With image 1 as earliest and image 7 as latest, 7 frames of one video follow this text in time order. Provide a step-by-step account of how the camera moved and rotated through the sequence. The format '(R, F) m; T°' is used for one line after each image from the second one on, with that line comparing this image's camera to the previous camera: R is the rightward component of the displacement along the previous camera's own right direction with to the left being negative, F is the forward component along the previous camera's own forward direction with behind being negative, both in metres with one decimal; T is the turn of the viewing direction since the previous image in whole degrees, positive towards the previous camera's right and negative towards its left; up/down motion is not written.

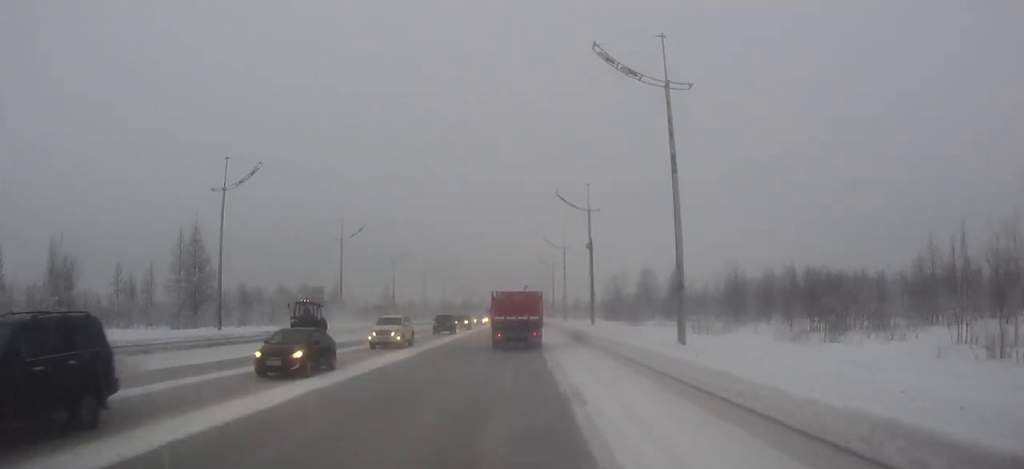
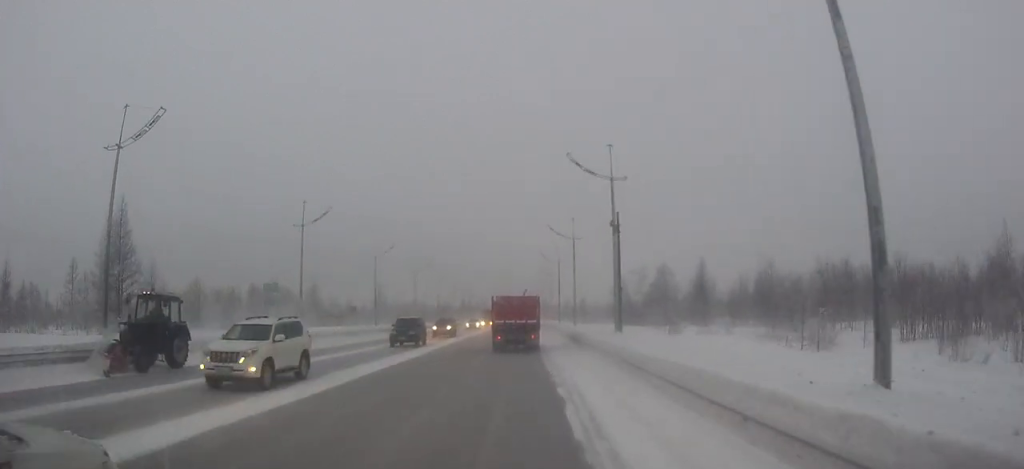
(0.0, +11.6) m; 0°
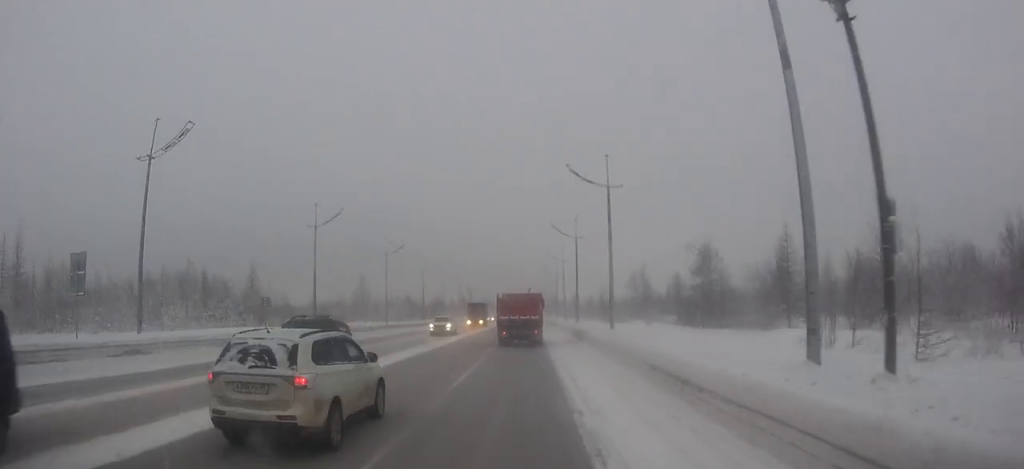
(-0.1, +23.1) m; 0°
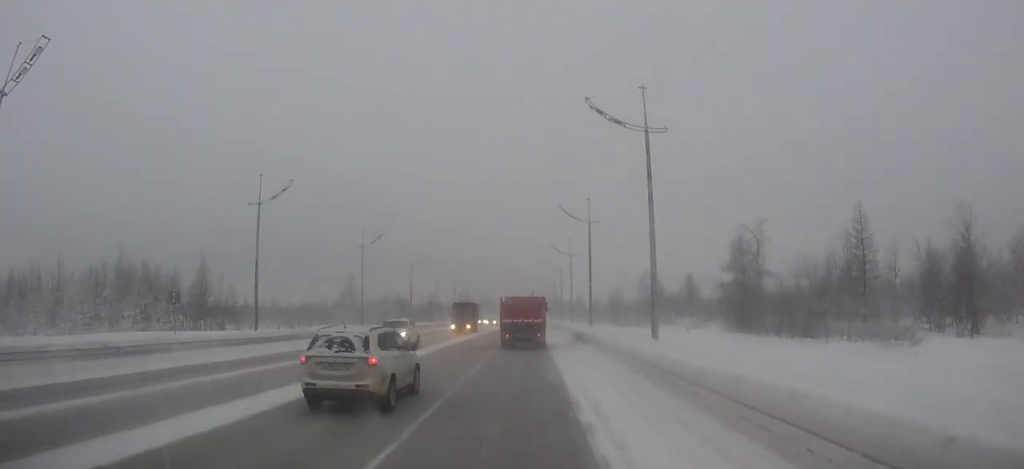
(0.0, +11.9) m; 0°
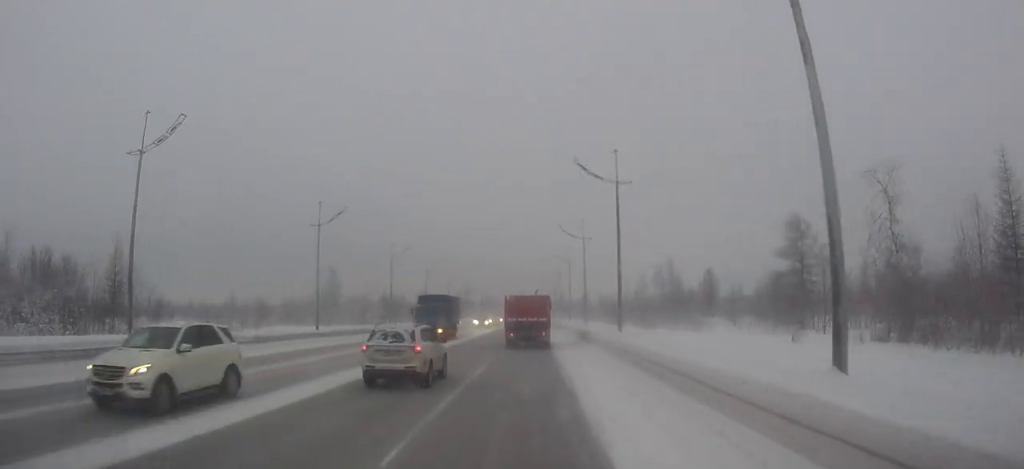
(0.0, +14.6) m; 0°
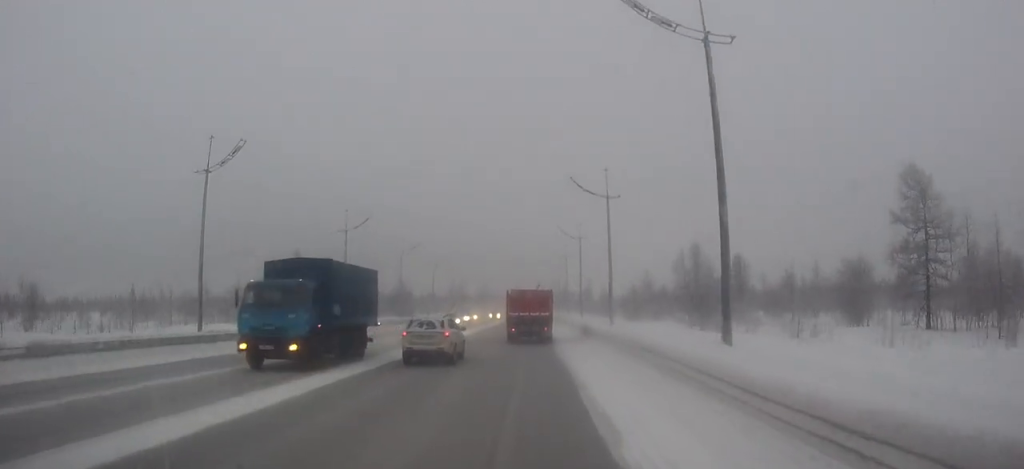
(0.0, +18.9) m; 0°
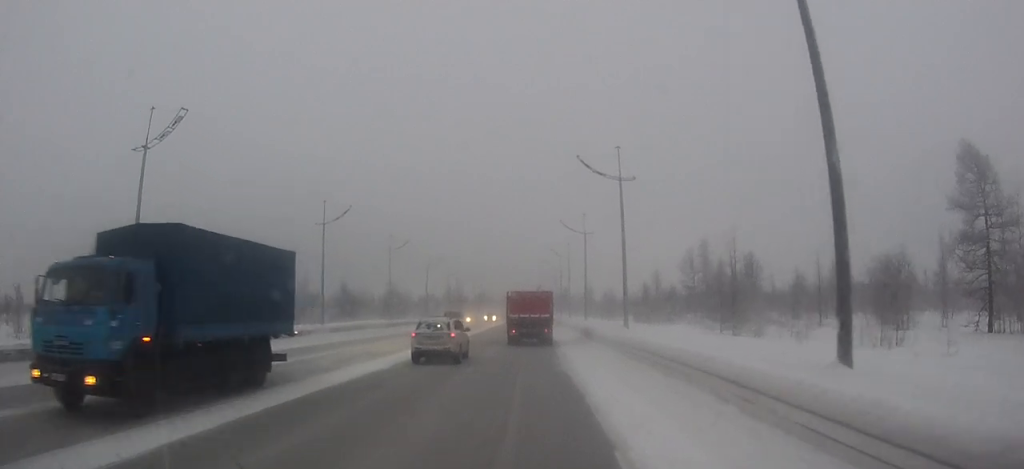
(0.0, +6.3) m; 0°
